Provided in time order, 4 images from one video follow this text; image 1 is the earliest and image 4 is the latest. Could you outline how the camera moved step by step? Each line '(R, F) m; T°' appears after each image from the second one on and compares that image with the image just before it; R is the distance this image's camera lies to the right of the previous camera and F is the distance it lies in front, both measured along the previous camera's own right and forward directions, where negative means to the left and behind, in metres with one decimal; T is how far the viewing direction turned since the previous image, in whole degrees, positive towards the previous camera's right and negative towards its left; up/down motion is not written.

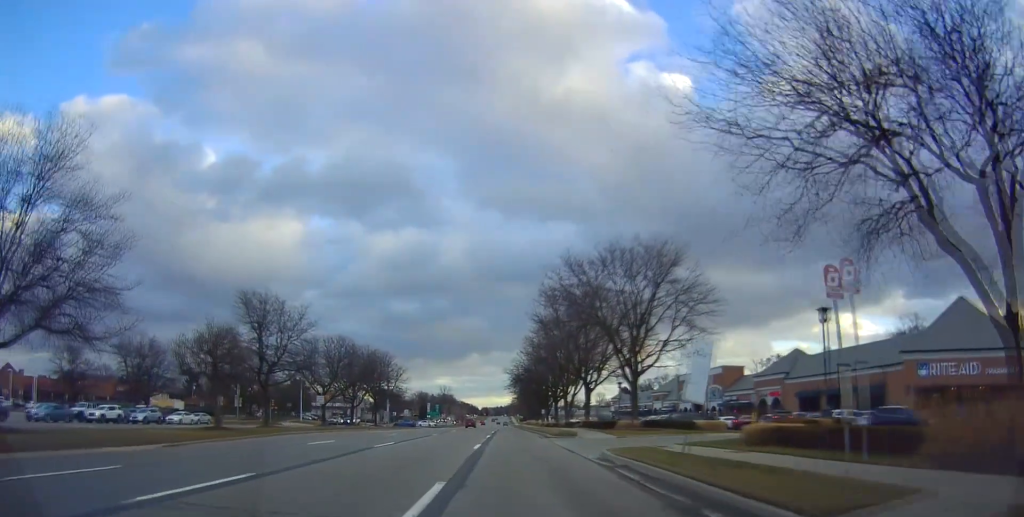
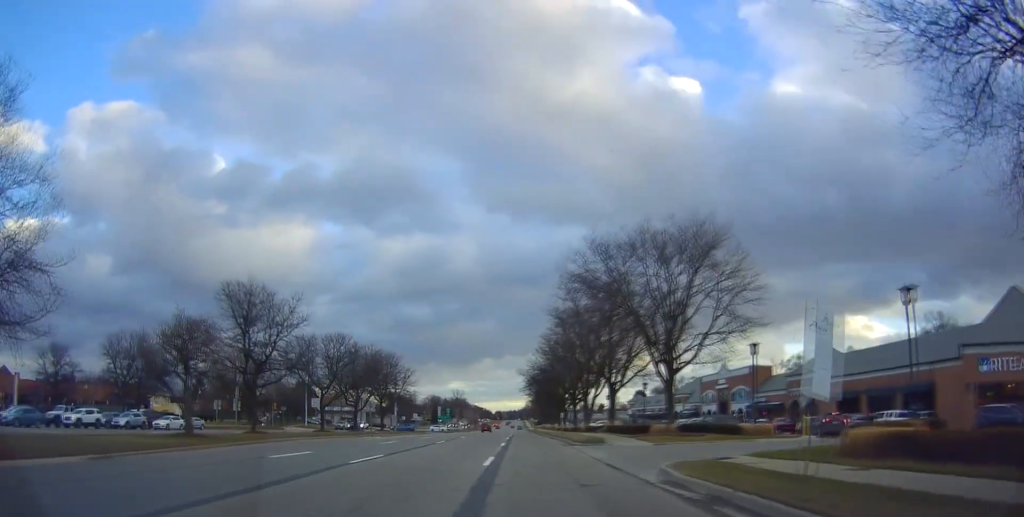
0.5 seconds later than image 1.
(-0.2, +5.4) m; 0°
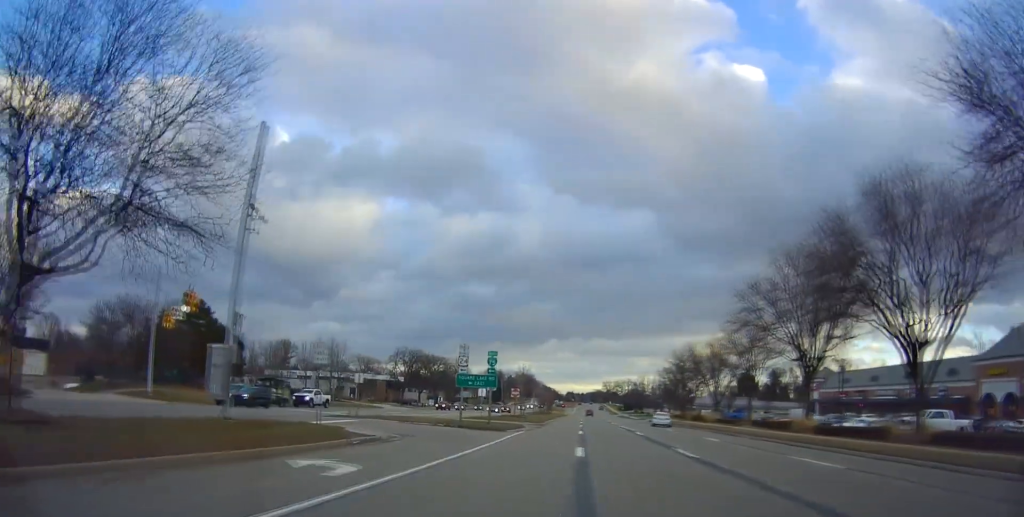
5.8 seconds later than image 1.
(+0.1, +77.4) m; -2°
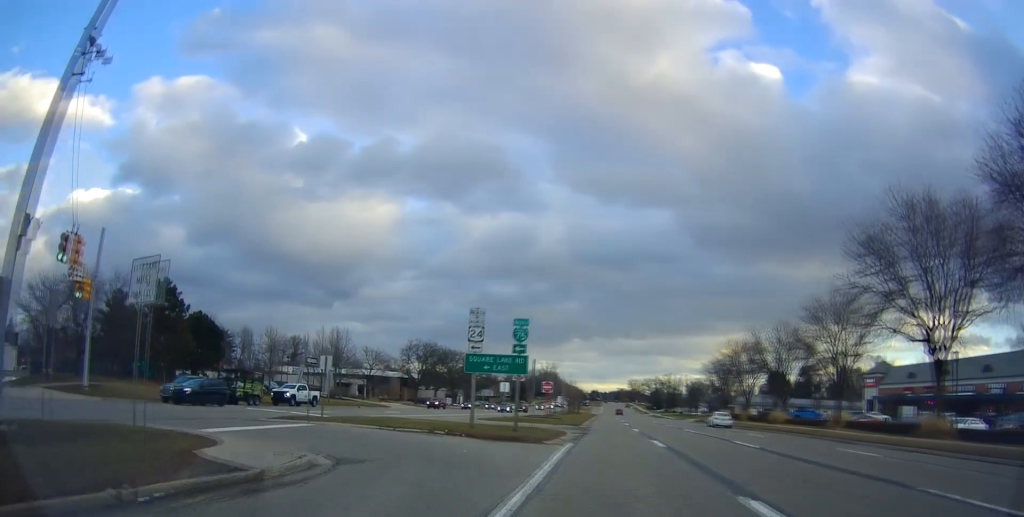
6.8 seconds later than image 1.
(0.0, +14.5) m; -1°
